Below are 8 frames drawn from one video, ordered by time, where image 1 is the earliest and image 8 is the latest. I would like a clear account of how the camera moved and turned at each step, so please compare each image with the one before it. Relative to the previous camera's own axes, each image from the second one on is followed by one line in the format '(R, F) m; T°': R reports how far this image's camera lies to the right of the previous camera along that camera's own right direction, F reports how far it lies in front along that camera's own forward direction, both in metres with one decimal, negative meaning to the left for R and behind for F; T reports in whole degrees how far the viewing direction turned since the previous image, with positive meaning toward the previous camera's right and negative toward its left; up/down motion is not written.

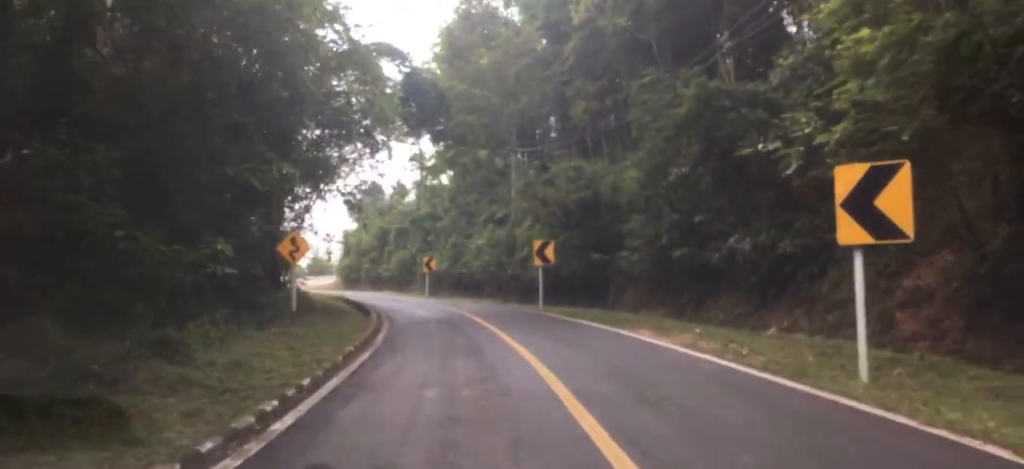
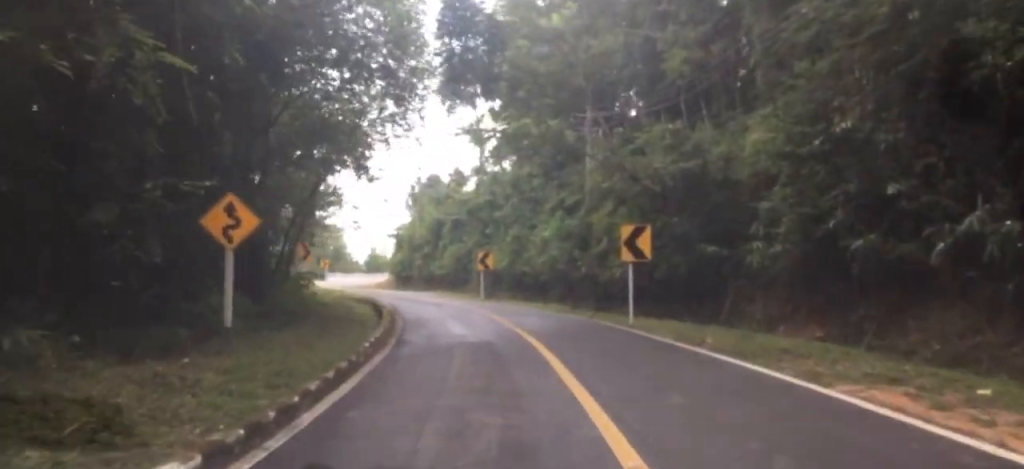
(-1.1, +7.3) m; -11°
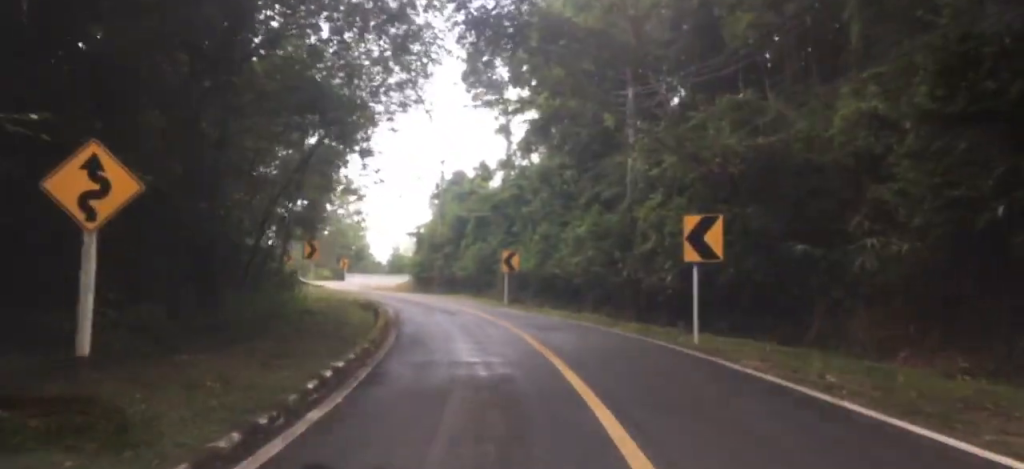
(-0.1, +3.4) m; -2°
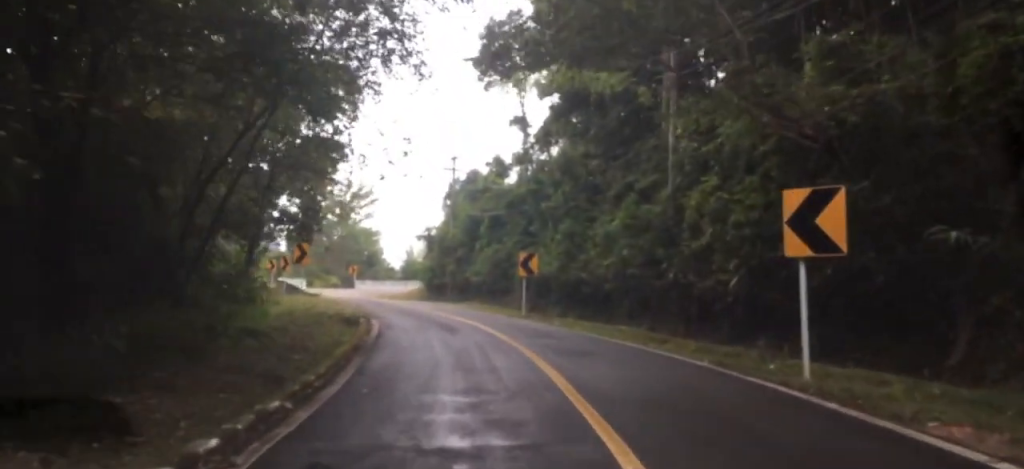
(+0.2, +4.0) m; -3°
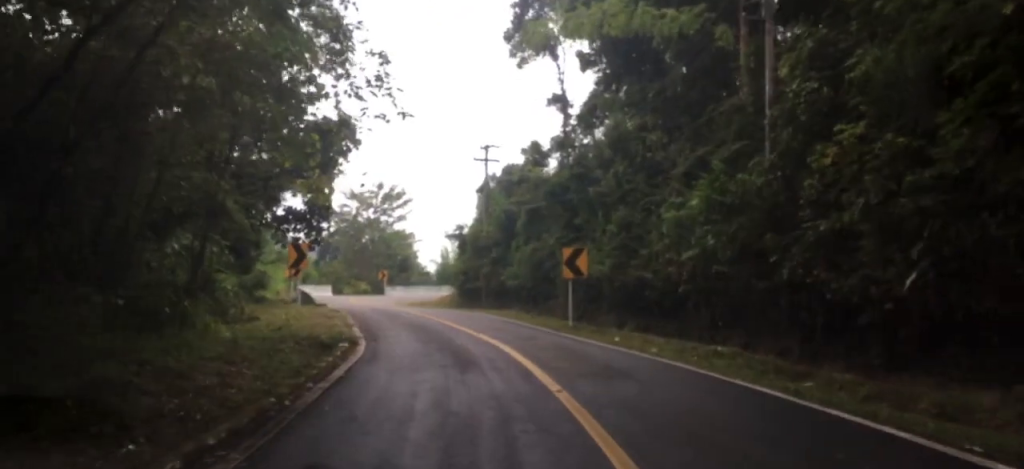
(-0.5, +5.1) m; -6°
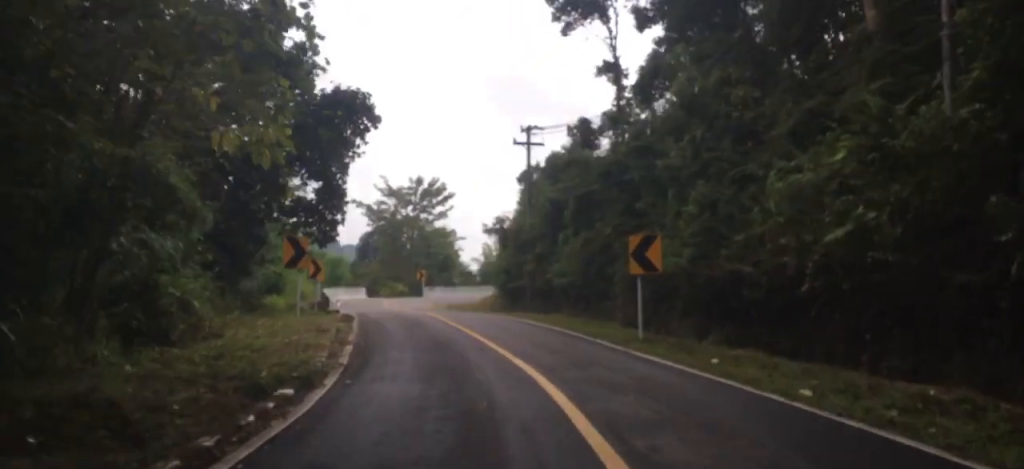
(0.0, +5.3) m; +1°
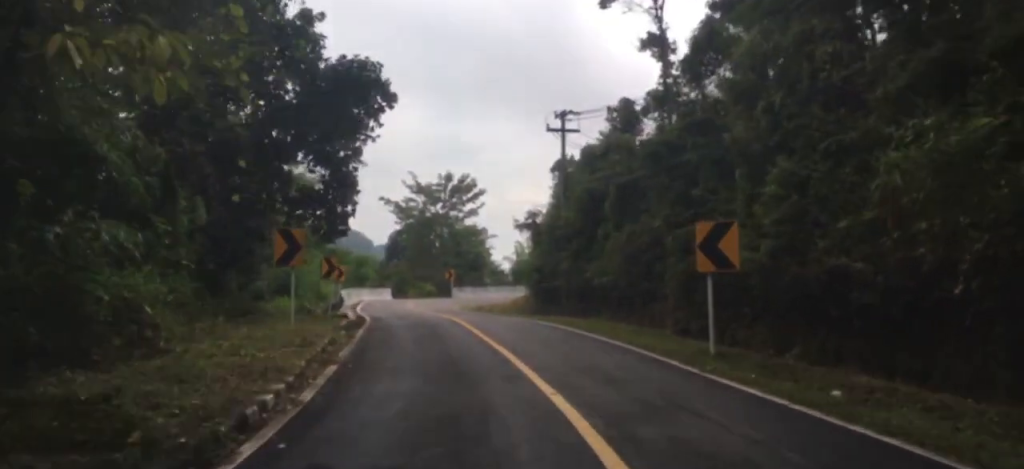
(+0.2, +3.1) m; 0°
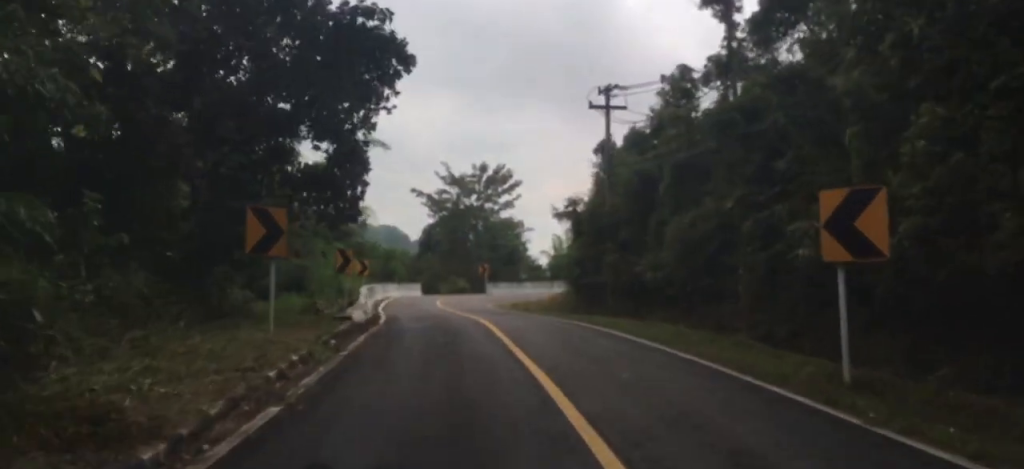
(-0.1, +5.1) m; -2°
